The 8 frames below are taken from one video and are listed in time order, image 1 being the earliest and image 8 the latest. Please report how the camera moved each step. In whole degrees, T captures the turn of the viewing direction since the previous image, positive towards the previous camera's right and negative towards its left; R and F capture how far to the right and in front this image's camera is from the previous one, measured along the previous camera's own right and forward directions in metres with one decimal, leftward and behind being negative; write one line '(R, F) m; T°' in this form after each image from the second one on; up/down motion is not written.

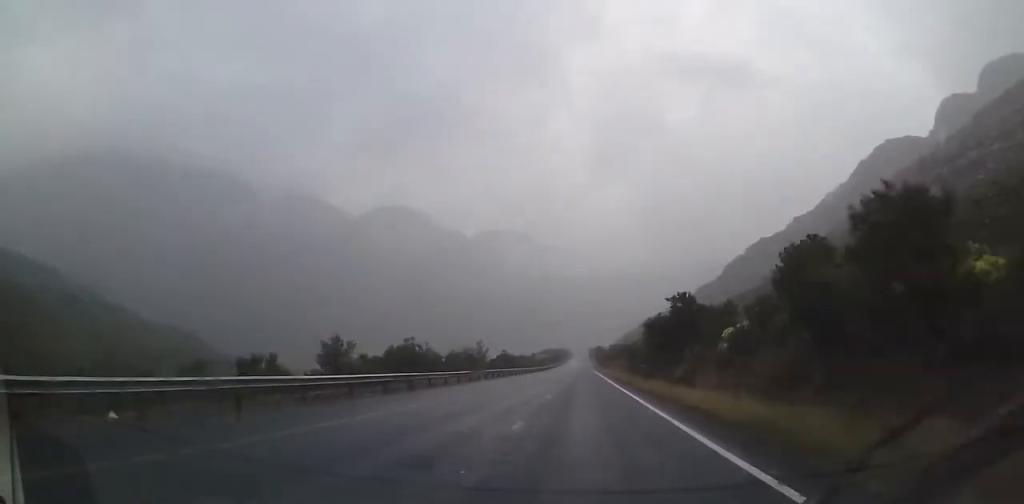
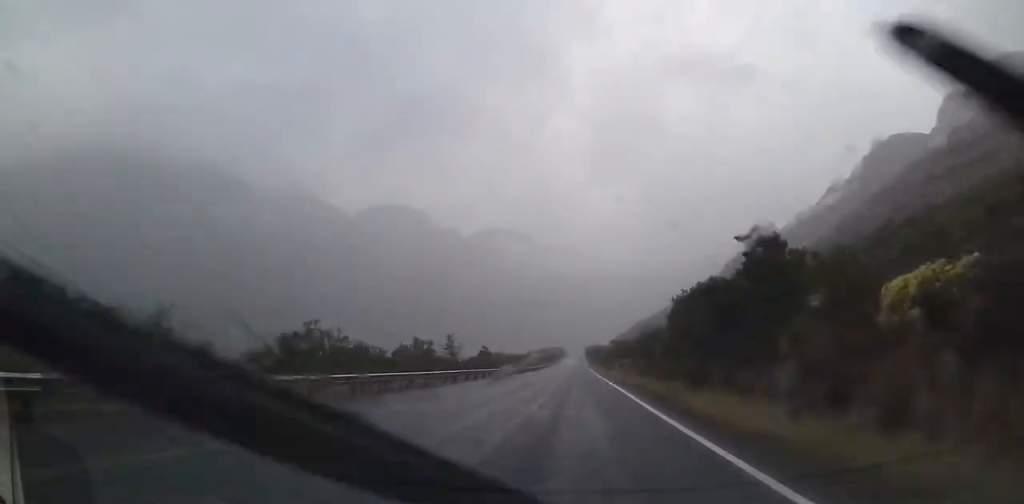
(0.0, +18.6) m; 0°
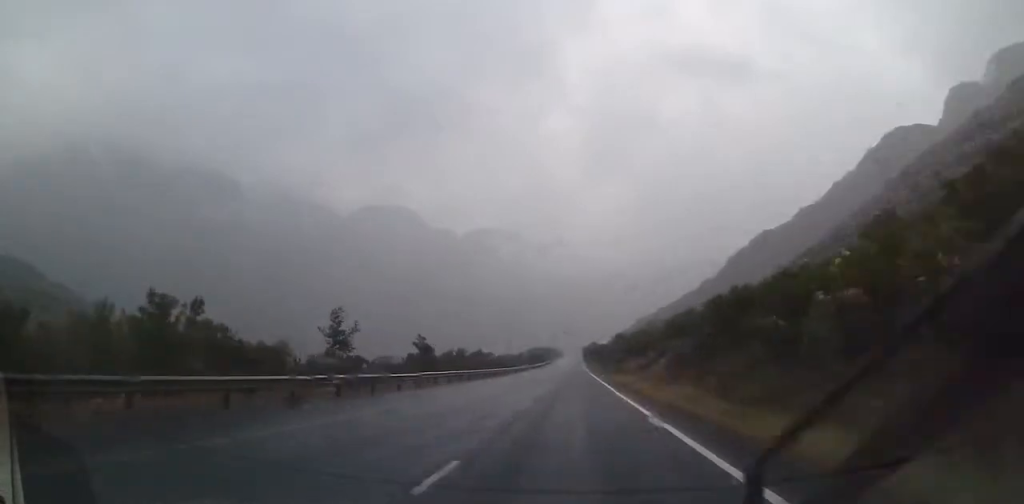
(+0.1, +34.9) m; 0°
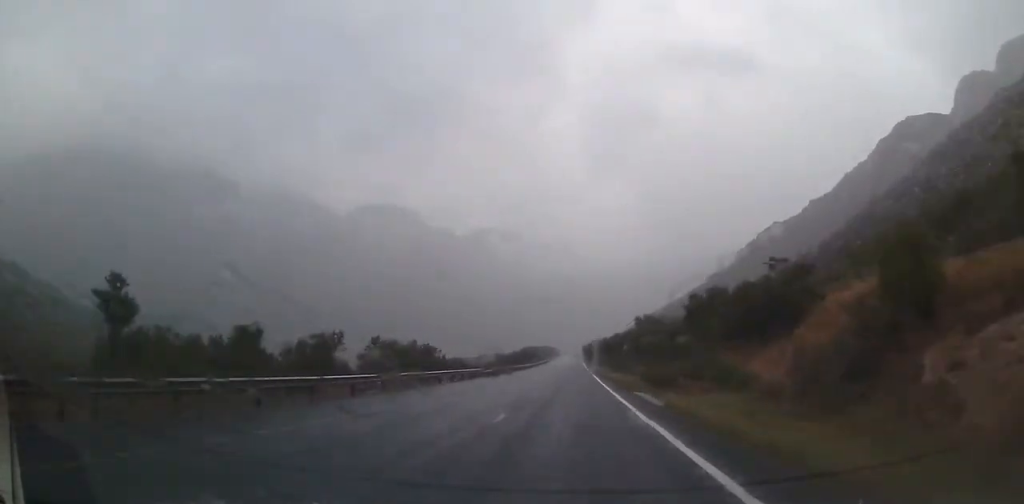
(+0.2, +39.7) m; 0°
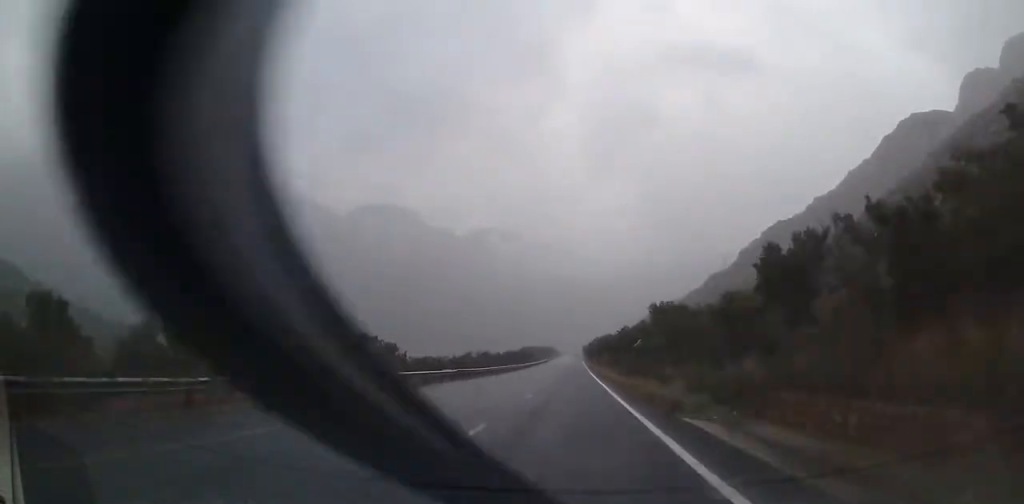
(0.0, +14.6) m; 0°
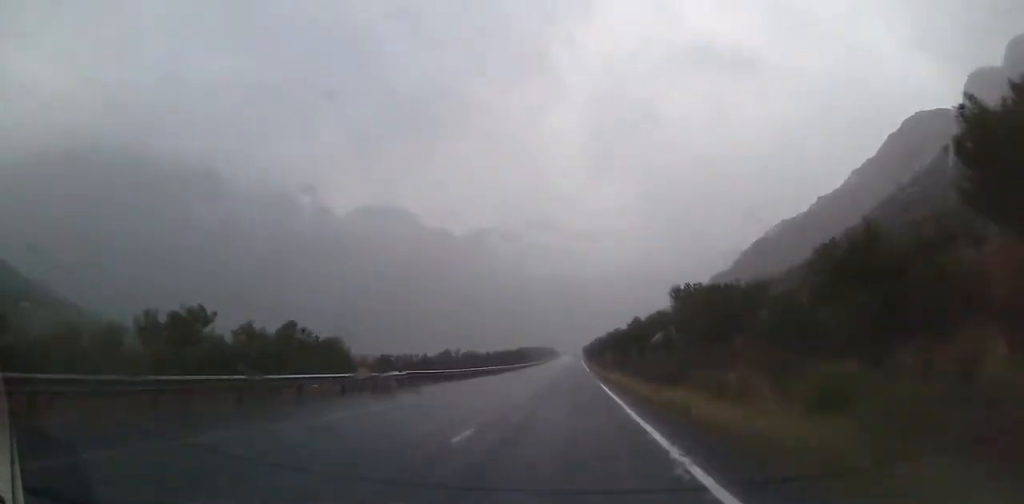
(0.0, +12.7) m; 0°
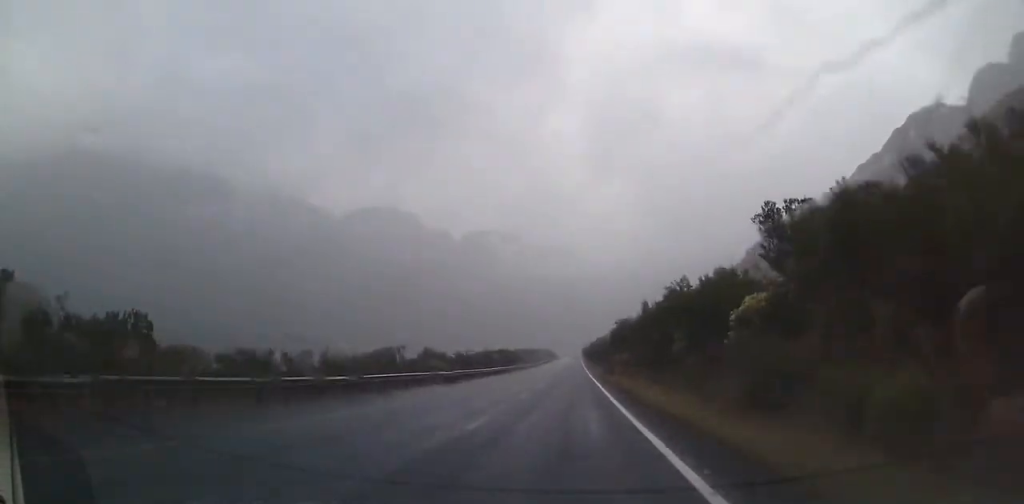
(0.0, +21.4) m; 0°
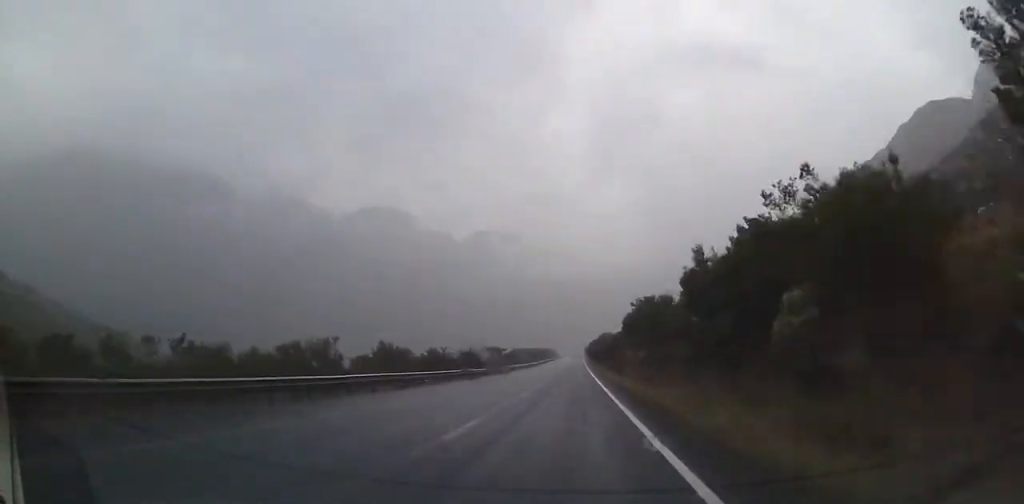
(0.0, +13.7) m; 0°
